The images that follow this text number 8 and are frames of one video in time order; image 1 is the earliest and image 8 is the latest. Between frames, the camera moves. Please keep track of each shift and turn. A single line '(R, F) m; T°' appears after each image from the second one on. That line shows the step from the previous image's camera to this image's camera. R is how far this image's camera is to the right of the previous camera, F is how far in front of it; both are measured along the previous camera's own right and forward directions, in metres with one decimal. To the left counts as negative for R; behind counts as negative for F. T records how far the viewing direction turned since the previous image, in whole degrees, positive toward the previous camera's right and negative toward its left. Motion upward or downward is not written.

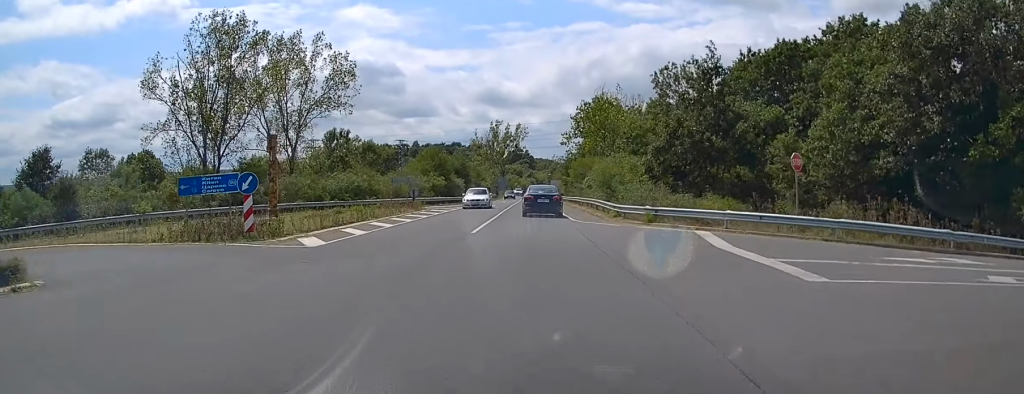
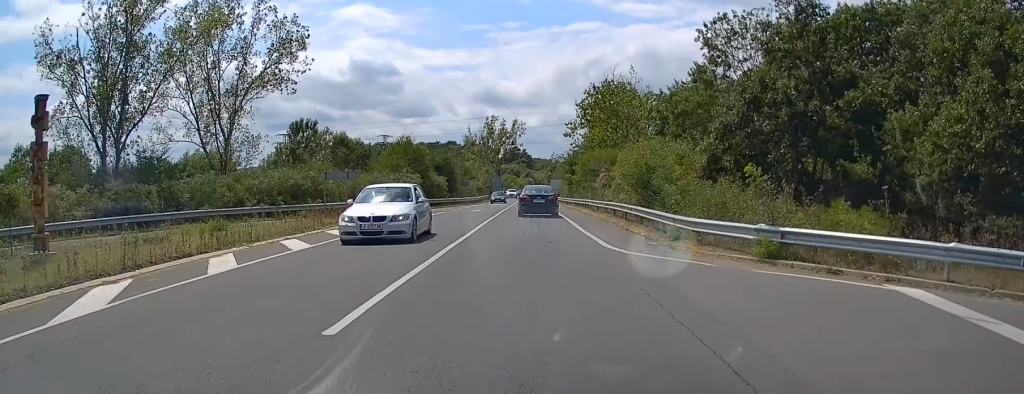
(+0.2, +13.6) m; -1°
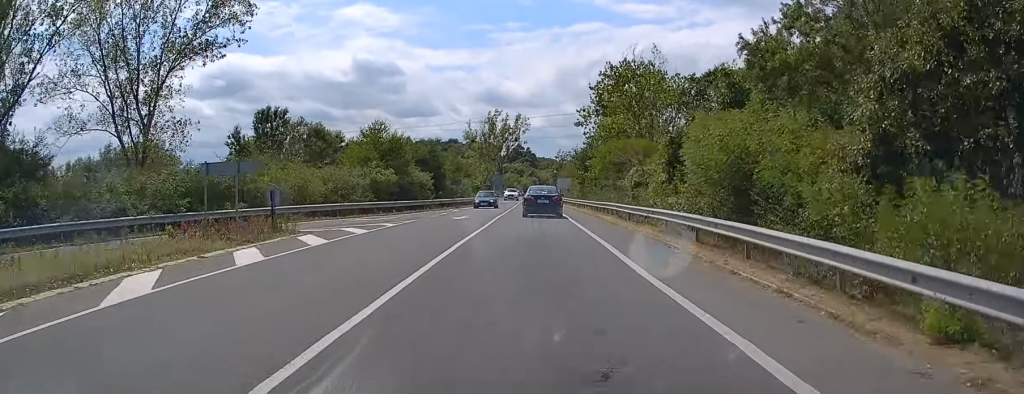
(-0.4, +11.7) m; -1°
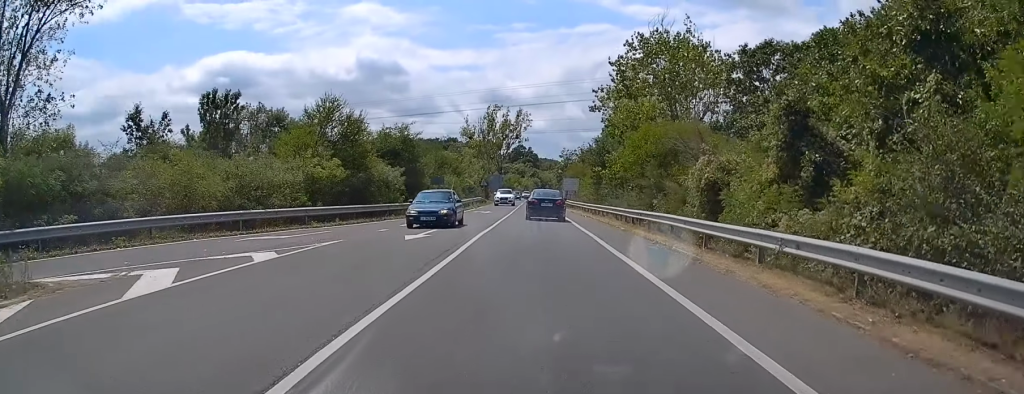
(+0.4, +12.4) m; 0°
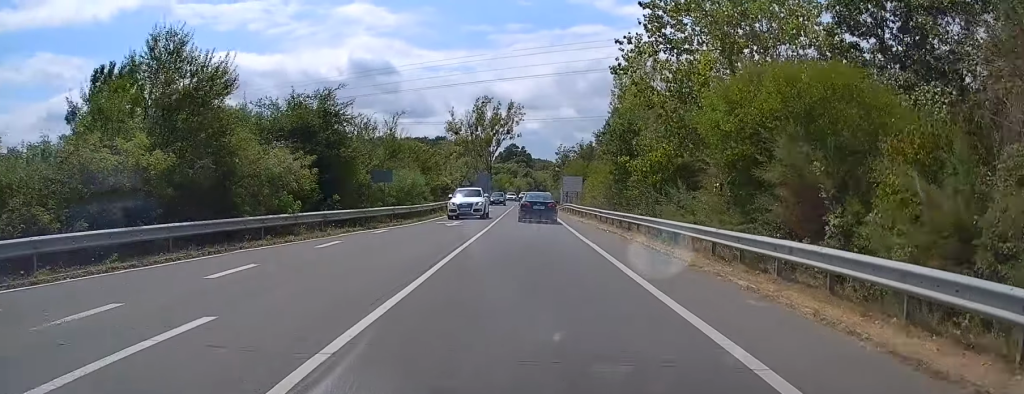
(-0.3, +15.4) m; 0°
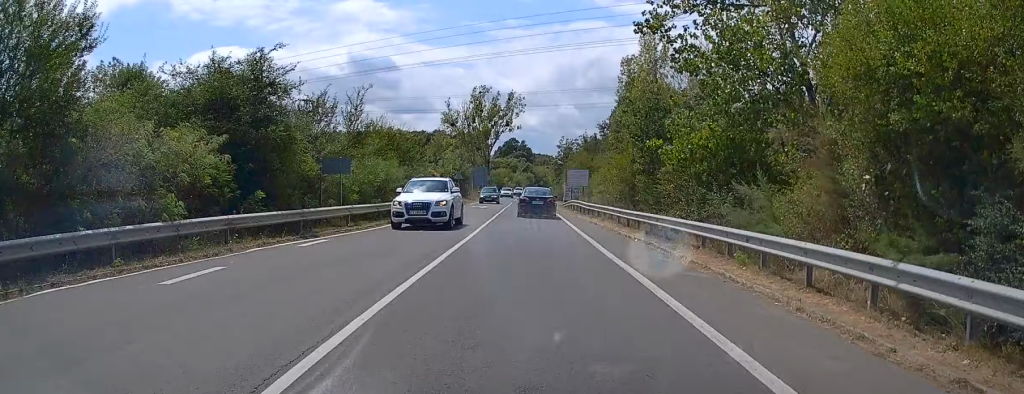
(+0.2, +7.1) m; +1°
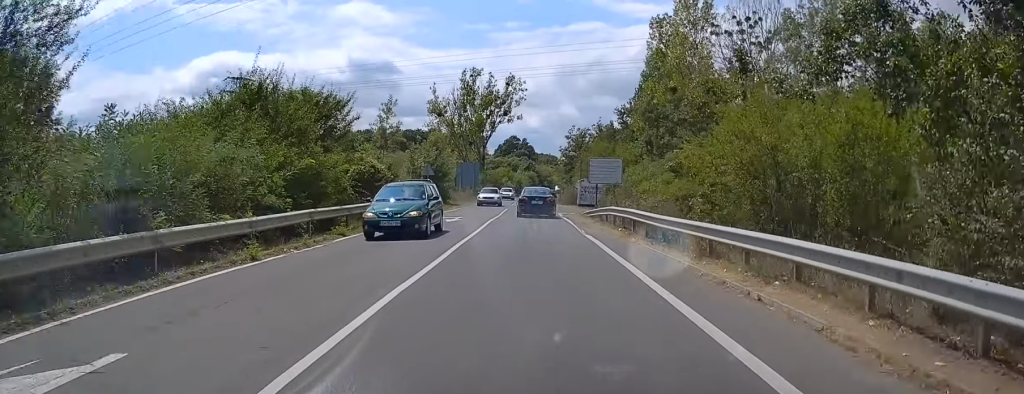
(0.0, +20.1) m; 0°
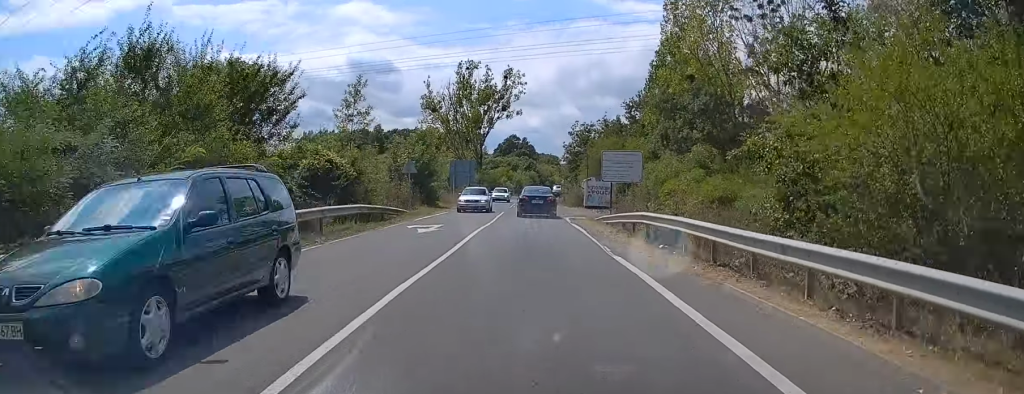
(+0.1, +6.9) m; 0°
